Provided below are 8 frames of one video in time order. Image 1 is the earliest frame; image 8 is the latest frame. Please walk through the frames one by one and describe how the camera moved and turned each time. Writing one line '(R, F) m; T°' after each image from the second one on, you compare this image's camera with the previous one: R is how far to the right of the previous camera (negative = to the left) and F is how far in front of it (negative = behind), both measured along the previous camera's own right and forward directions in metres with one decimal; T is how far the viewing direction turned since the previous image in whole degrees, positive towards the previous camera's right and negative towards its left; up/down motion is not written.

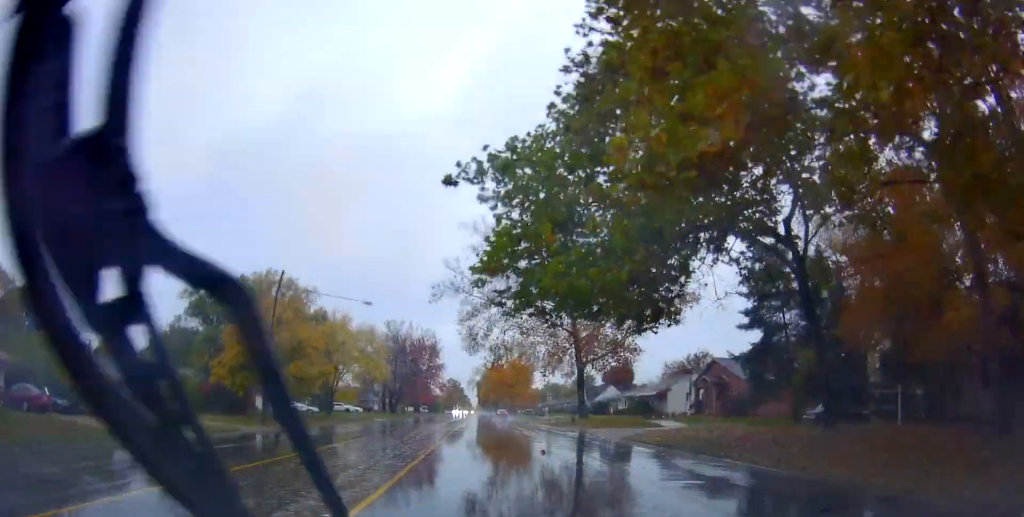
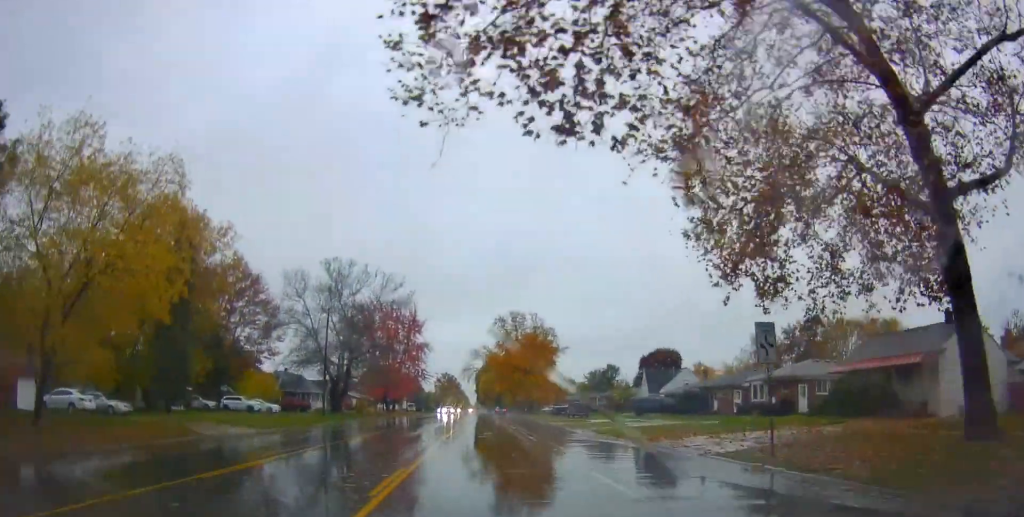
(-0.3, +47.6) m; -1°
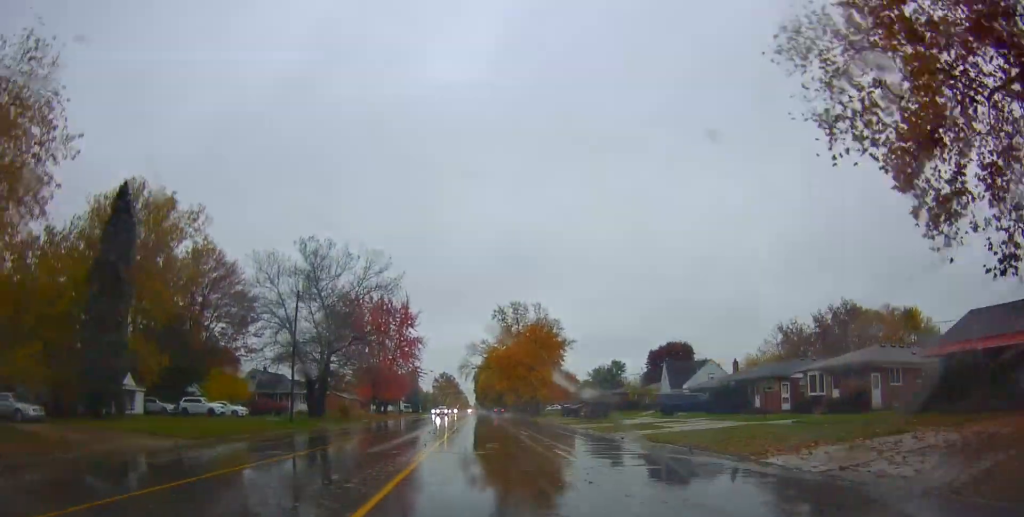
(-0.4, +9.0) m; 0°
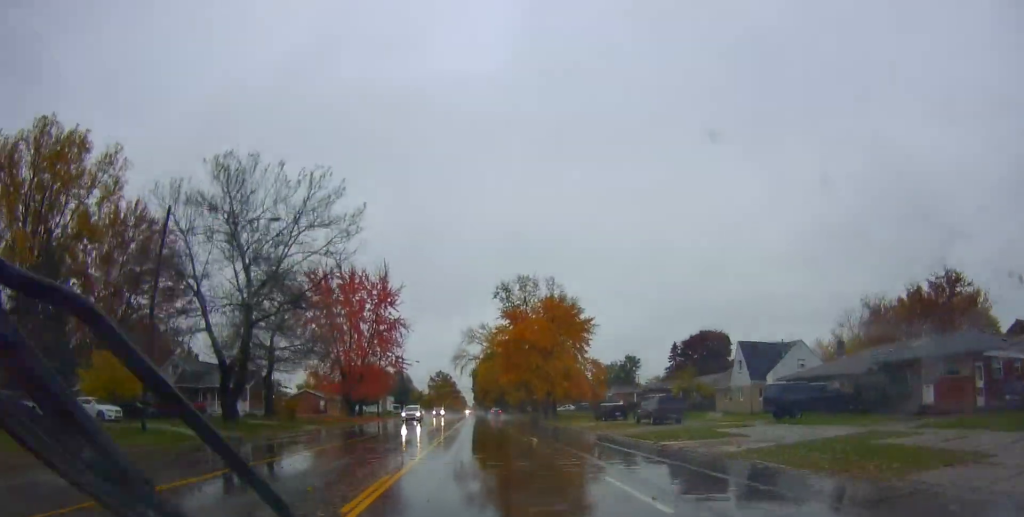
(+0.3, +22.2) m; +2°
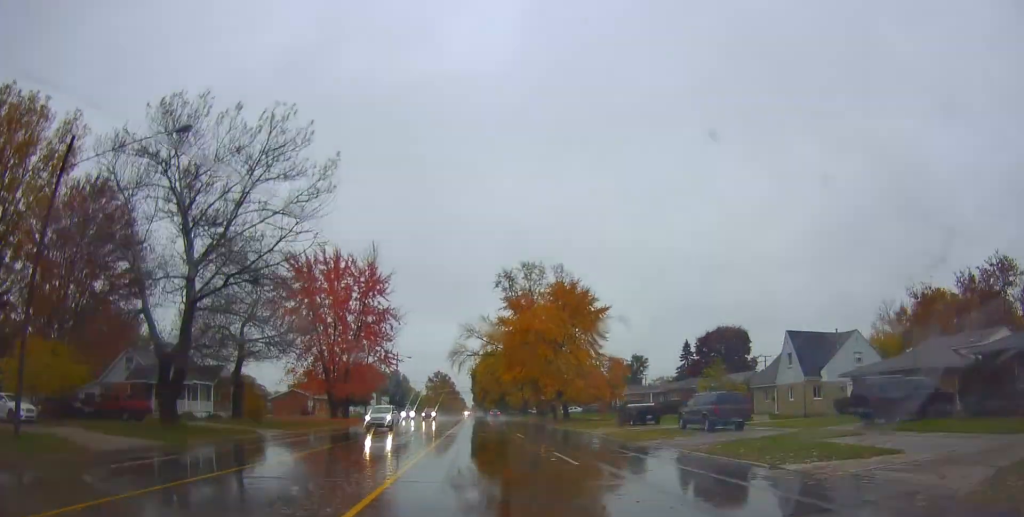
(+0.1, +9.0) m; 0°
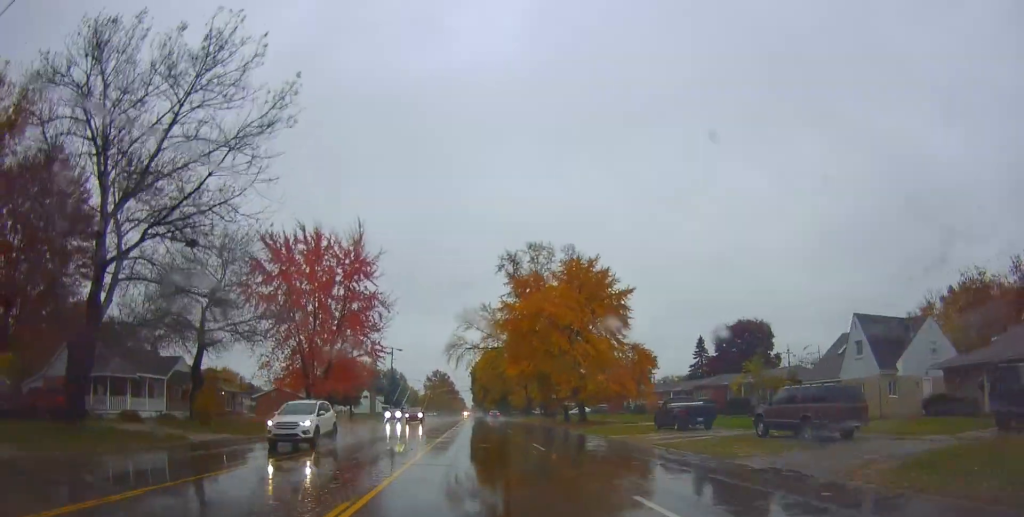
(+0.1, +9.0) m; -1°
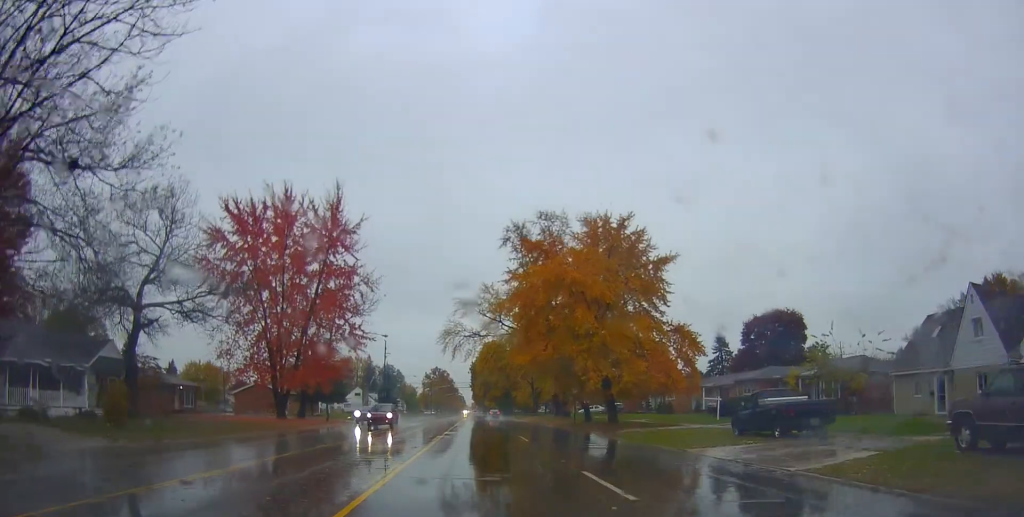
(-0.1, +10.8) m; 0°
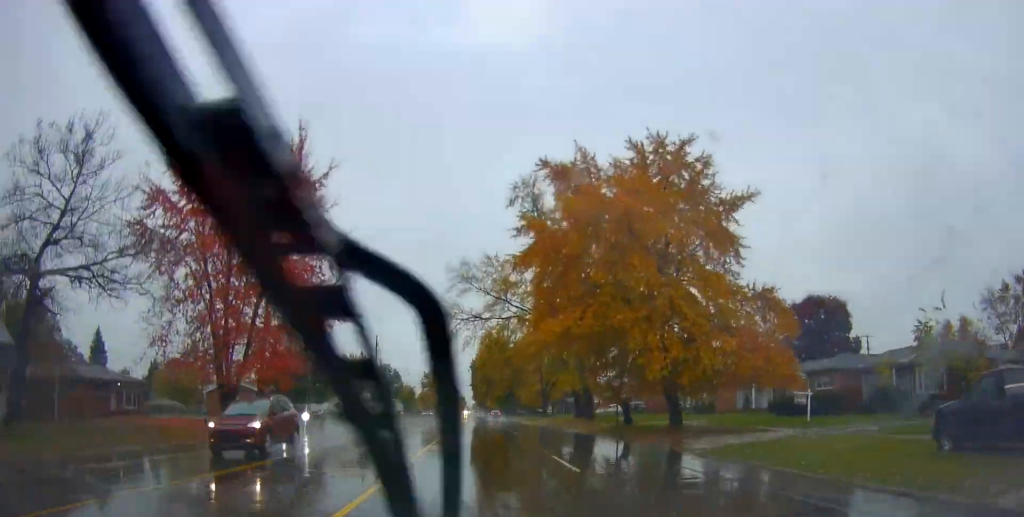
(-0.2, +12.0) m; 0°
